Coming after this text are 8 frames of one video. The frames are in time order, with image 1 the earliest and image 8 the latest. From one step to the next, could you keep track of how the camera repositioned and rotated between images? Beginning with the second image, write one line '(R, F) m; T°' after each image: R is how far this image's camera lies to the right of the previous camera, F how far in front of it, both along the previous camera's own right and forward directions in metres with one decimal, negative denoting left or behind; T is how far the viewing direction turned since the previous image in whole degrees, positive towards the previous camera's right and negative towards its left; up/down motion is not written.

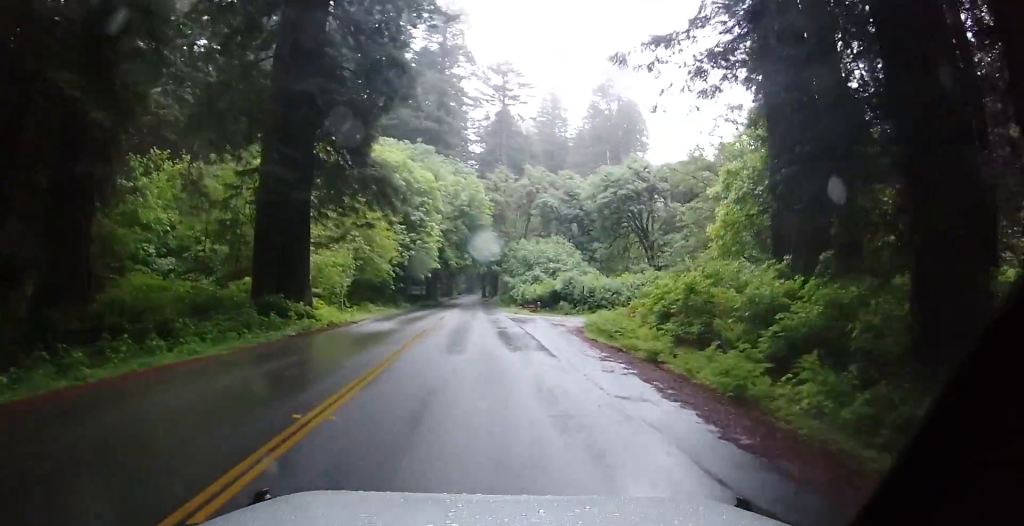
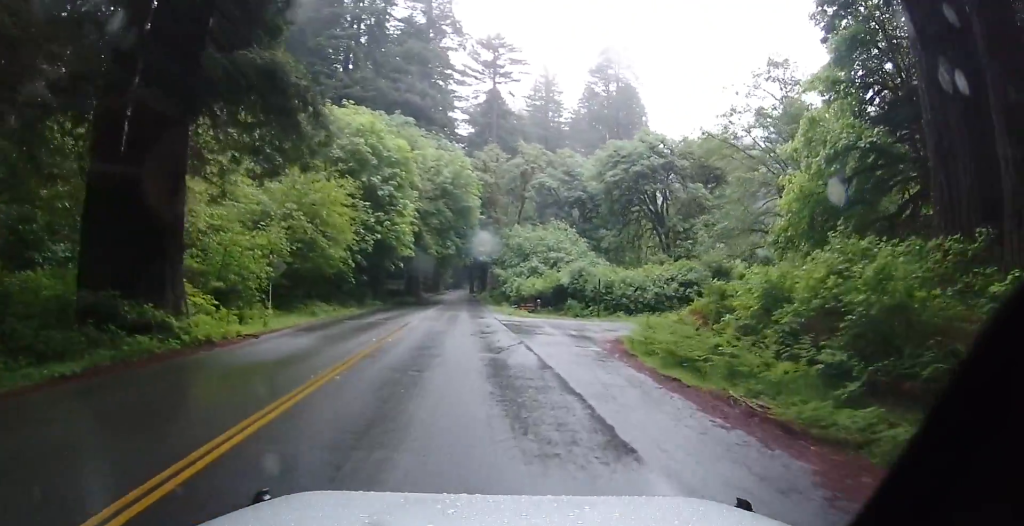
(-0.9, +11.4) m; -1°
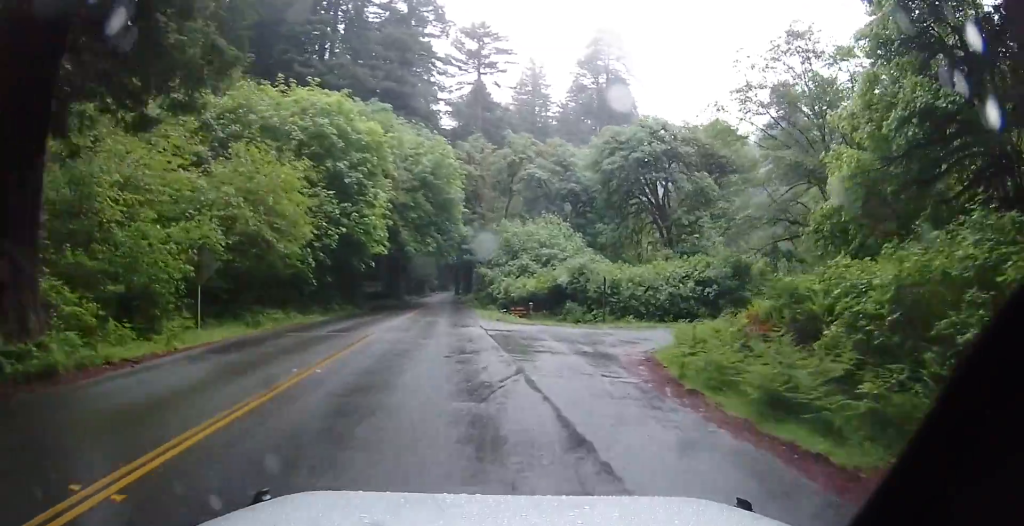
(+0.4, +6.1) m; +5°
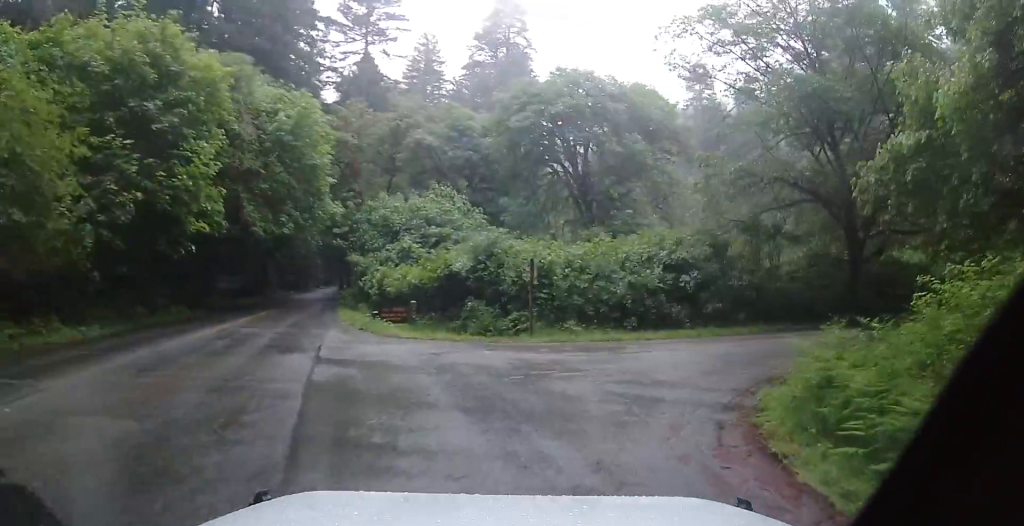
(+1.5, +13.8) m; +8°
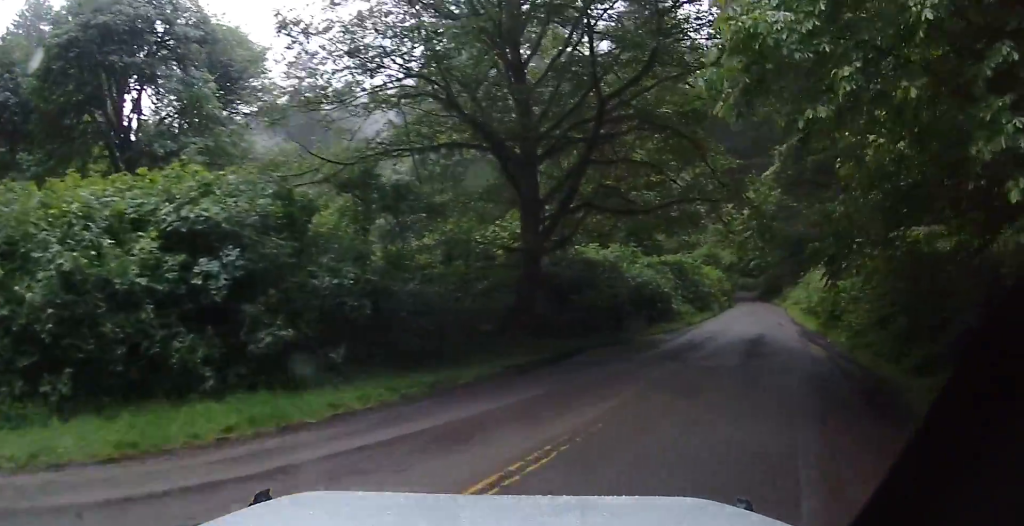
(+0.6, +15.6) m; +9°
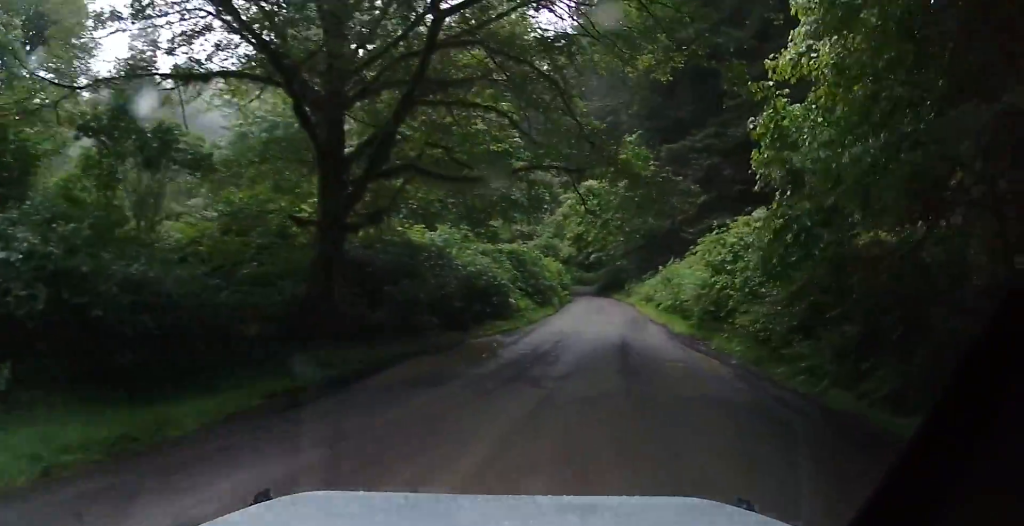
(+0.1, +4.6) m; +11°
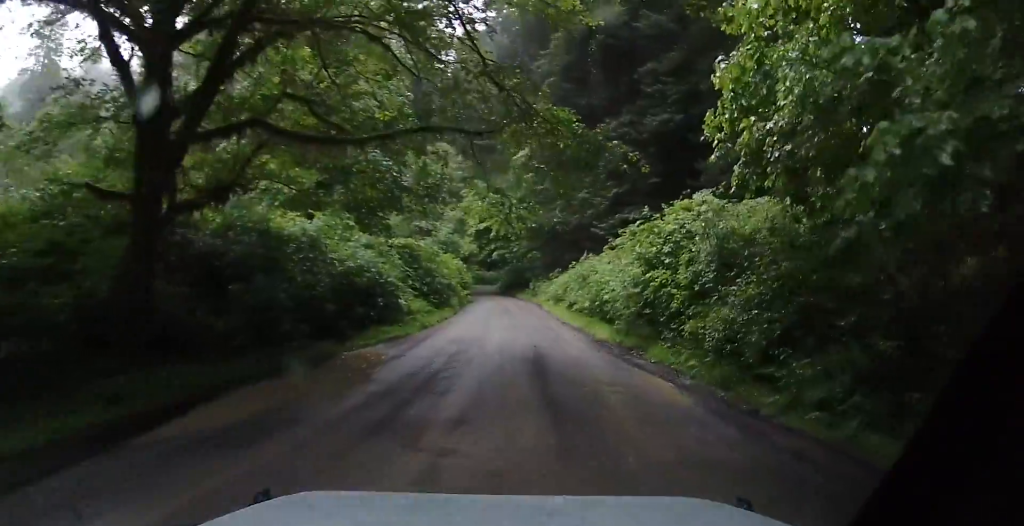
(+0.6, +3.4) m; +20°
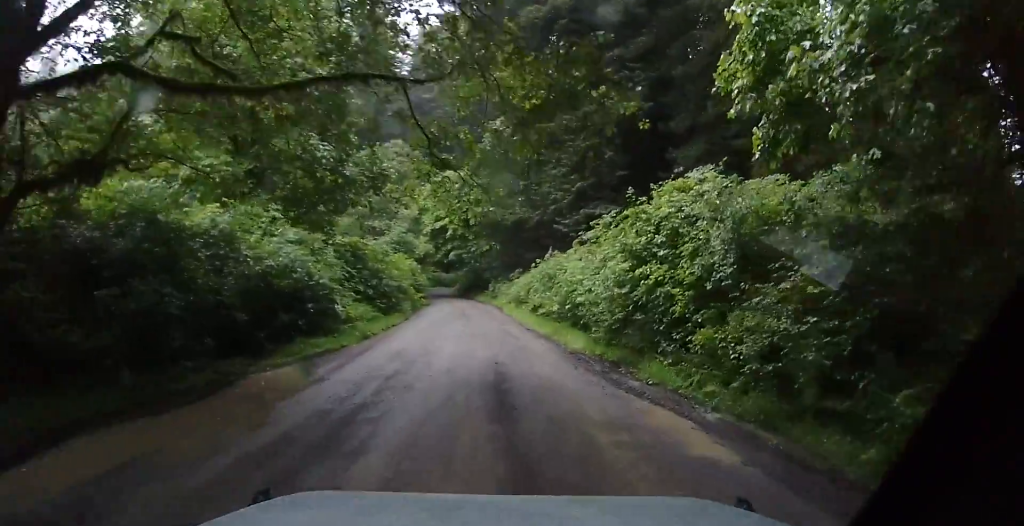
(-0.1, +2.7) m; +16°
